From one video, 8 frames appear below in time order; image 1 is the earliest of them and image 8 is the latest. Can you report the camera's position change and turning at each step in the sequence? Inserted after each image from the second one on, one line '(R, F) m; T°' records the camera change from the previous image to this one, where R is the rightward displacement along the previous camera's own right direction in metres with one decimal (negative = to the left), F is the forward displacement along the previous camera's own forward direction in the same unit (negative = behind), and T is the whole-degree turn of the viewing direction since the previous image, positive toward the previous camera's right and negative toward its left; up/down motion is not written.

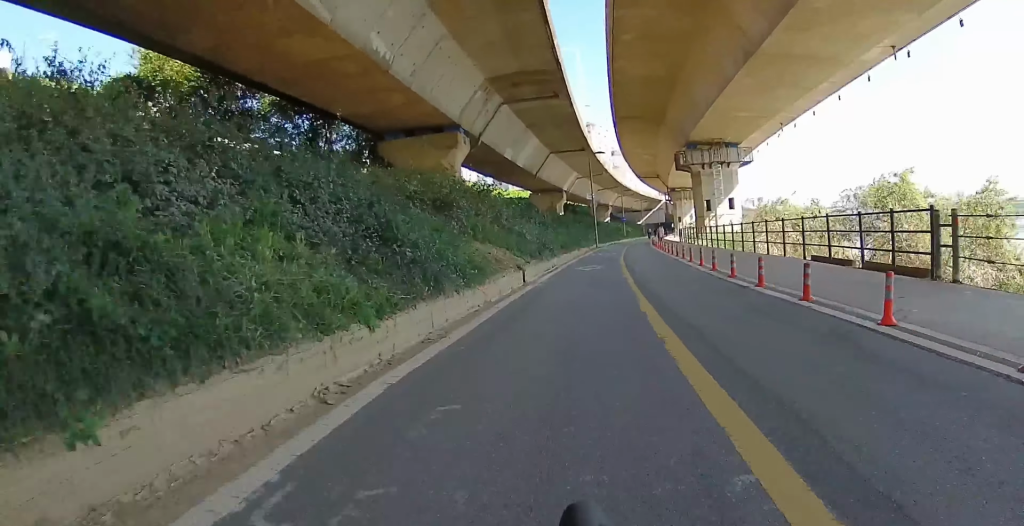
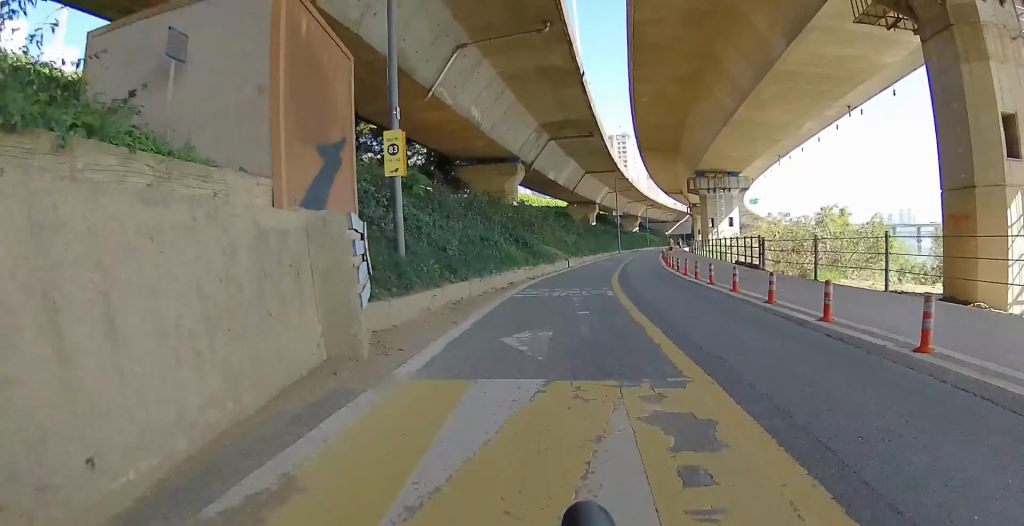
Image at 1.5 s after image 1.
(+0.6, +11.9) m; +2°
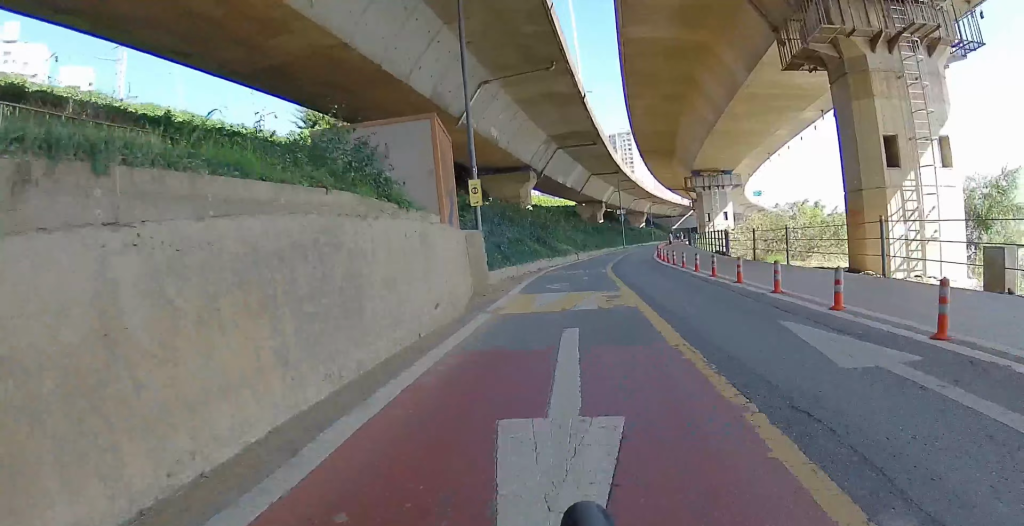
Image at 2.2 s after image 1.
(-0.1, +6.0) m; -2°
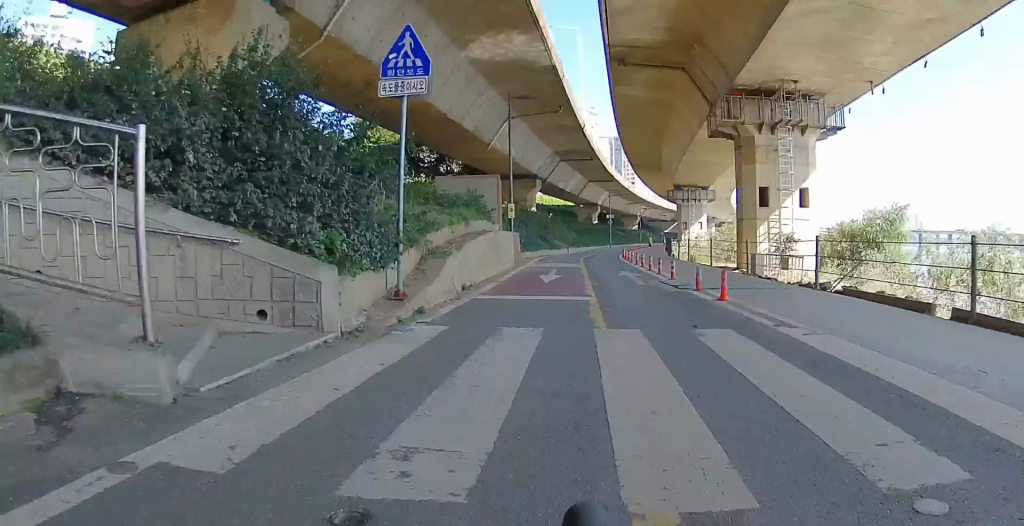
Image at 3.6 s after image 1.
(-0.1, +11.5) m; 0°
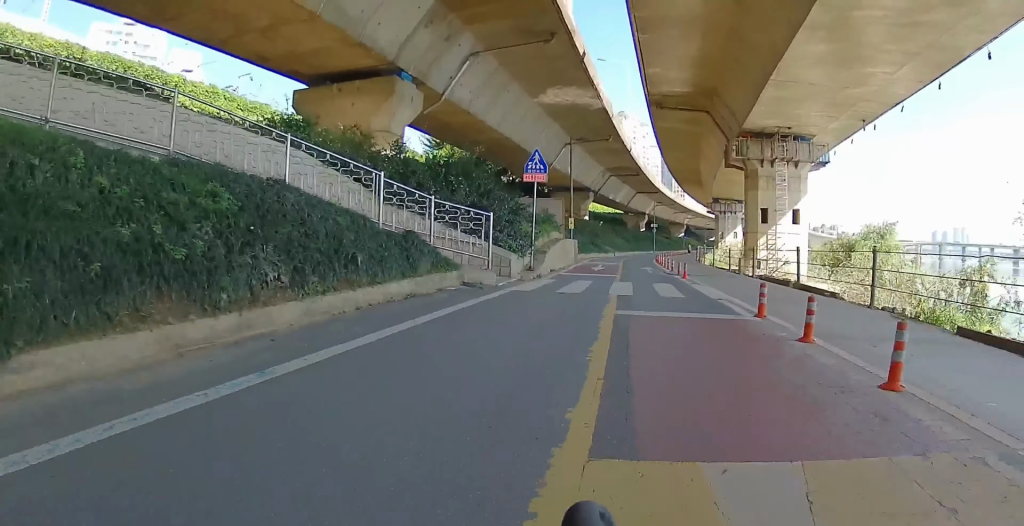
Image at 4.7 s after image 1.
(+0.2, +8.6) m; +2°
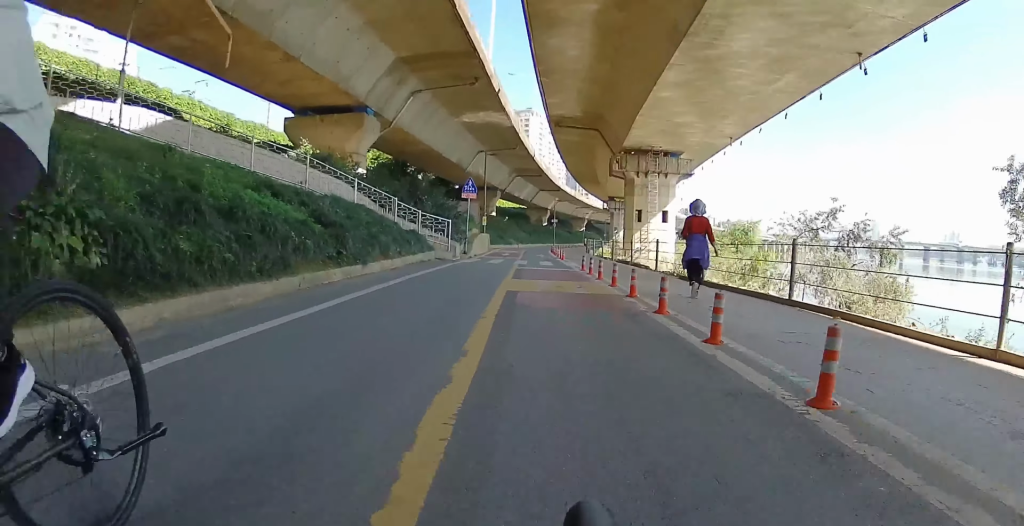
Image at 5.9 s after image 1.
(0.0, +9.6) m; -1°
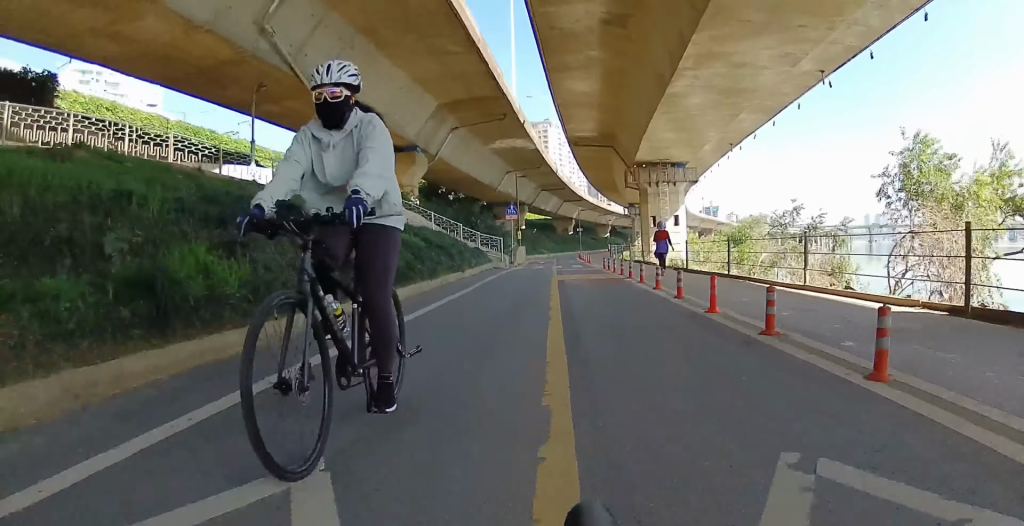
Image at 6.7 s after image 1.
(-0.1, +6.6) m; -1°
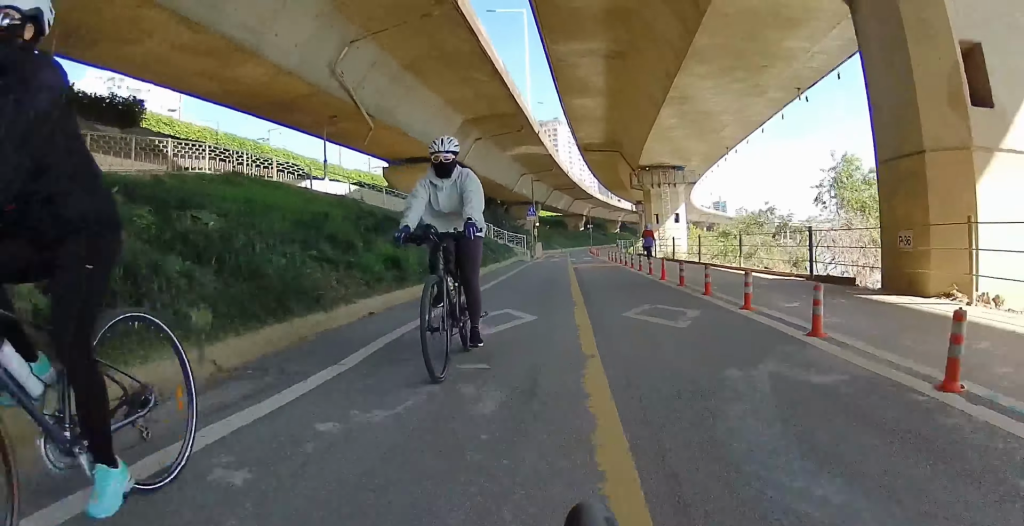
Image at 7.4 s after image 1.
(0.0, +5.8) m; 0°
